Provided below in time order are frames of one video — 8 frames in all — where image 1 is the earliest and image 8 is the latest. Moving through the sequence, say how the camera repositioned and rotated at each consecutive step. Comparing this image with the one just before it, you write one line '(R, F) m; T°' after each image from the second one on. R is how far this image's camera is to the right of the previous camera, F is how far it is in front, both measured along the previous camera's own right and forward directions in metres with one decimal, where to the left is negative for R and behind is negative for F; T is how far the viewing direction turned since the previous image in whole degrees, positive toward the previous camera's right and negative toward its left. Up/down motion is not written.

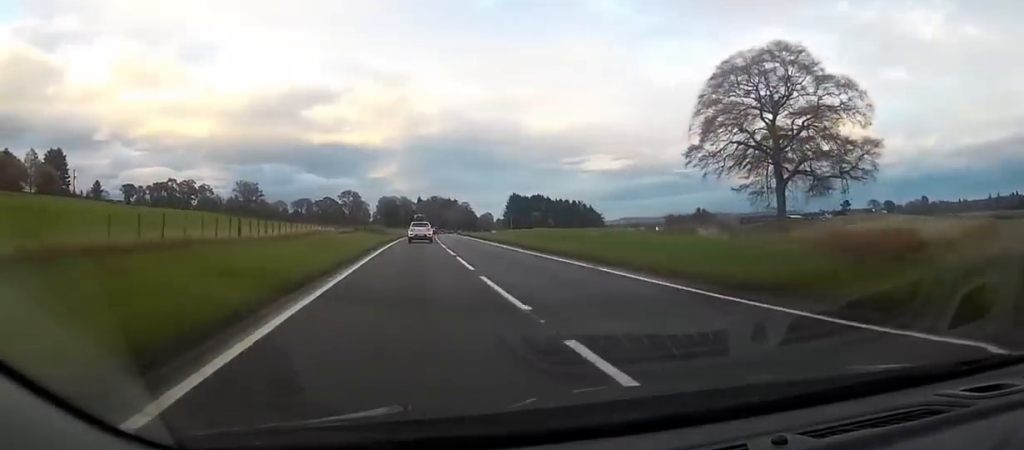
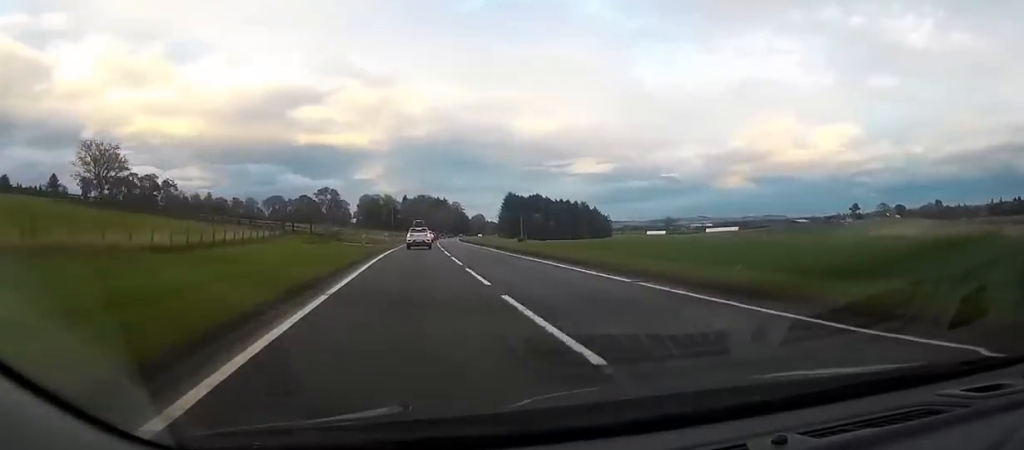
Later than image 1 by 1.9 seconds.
(+0.9, +49.2) m; +2°
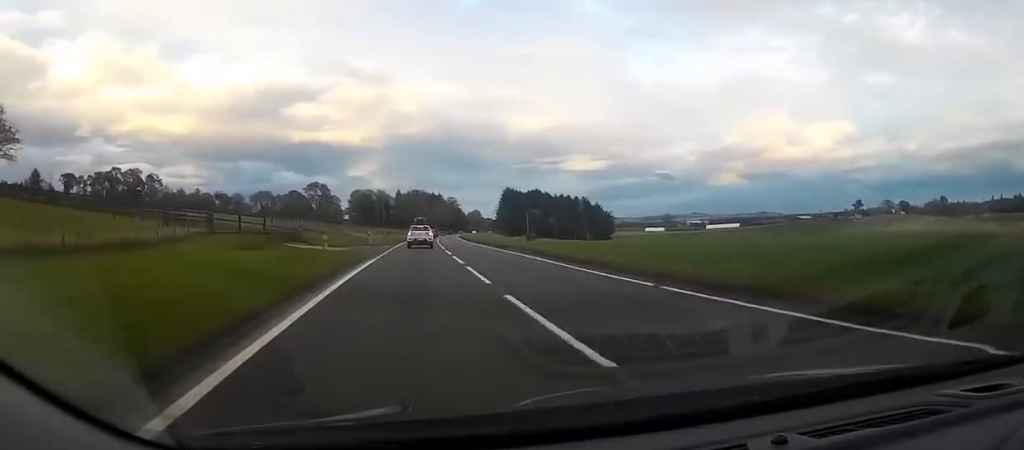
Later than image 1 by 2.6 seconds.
(+0.3, +18.4) m; +1°
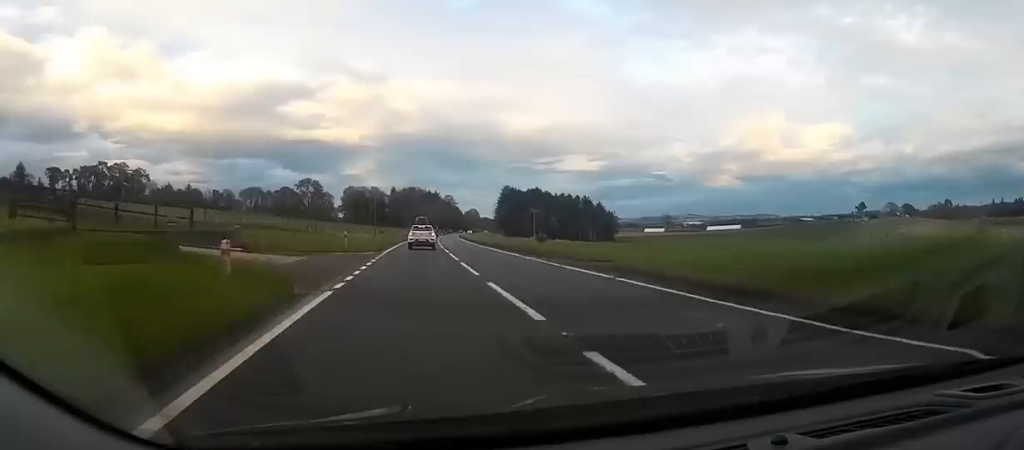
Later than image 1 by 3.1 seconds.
(+0.1, +14.8) m; 0°
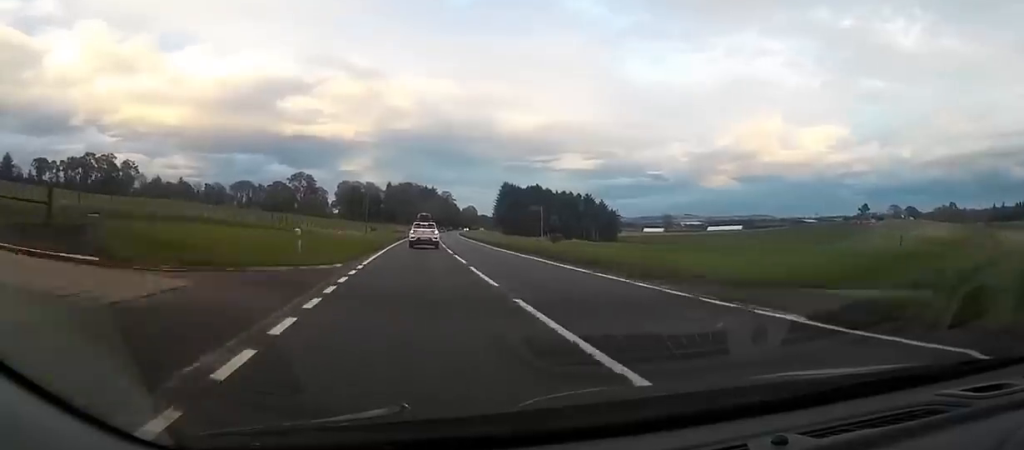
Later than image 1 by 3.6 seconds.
(0.0, +13.0) m; 0°
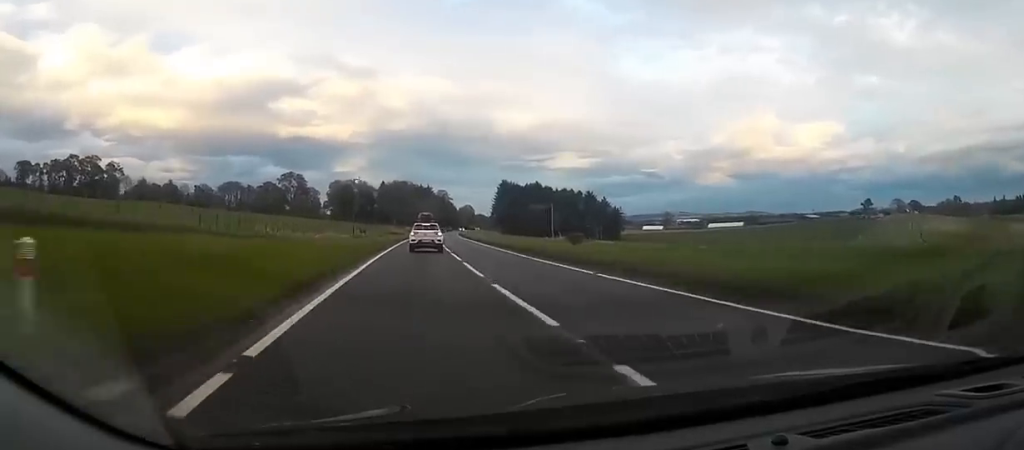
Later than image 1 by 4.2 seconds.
(+0.1, +14.3) m; 0°
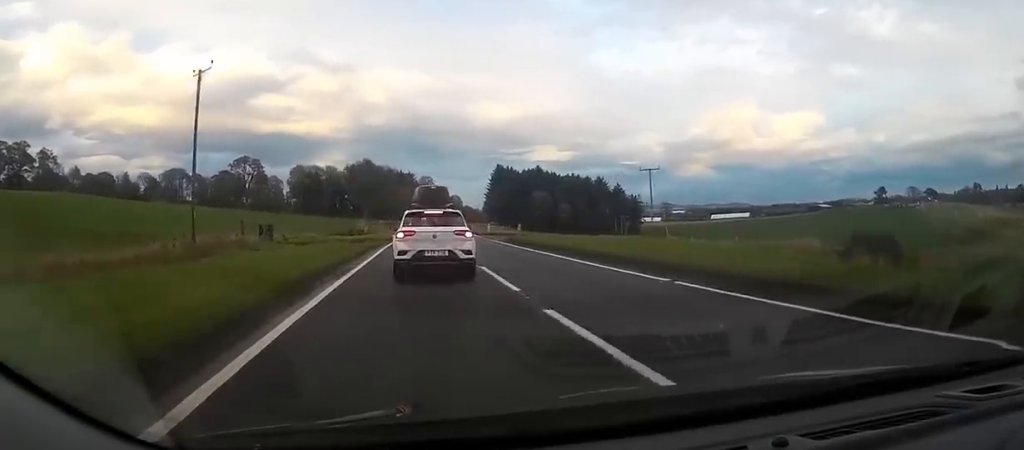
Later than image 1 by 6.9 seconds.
(-0.7, +58.9) m; -1°
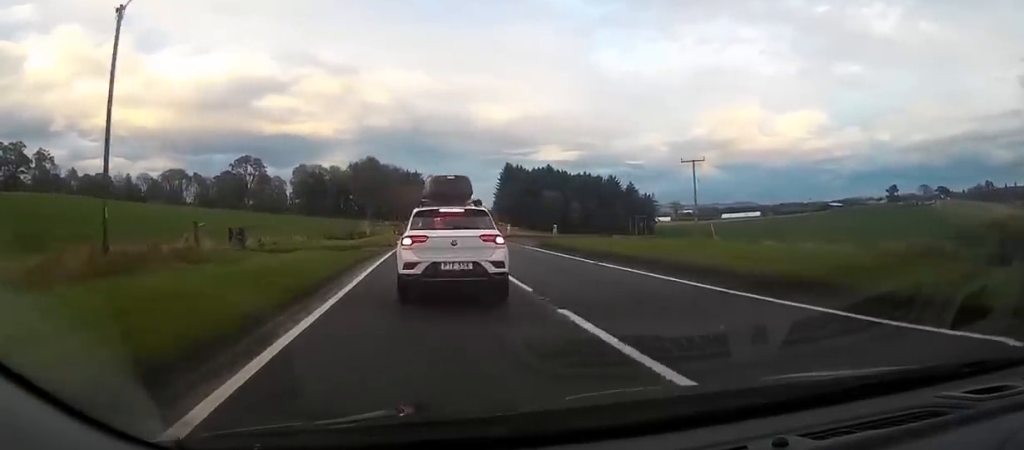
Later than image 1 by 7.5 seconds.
(+0.1, +8.8) m; 0°
